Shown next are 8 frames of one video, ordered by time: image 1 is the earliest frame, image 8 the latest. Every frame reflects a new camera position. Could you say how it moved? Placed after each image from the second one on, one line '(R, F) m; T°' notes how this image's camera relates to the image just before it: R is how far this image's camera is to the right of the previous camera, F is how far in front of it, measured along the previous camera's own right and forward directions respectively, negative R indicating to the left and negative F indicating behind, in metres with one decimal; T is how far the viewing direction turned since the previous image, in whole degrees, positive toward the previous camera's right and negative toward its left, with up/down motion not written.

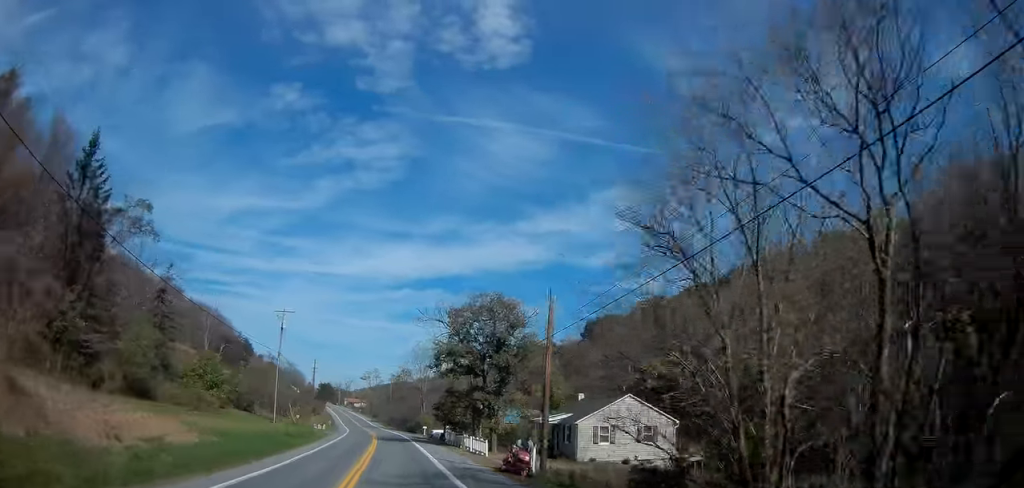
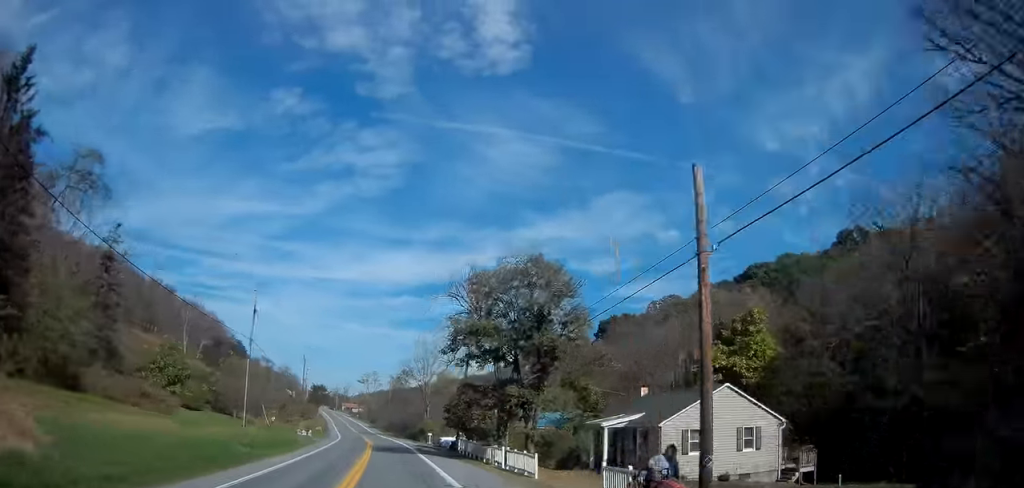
(0.0, +12.5) m; 0°
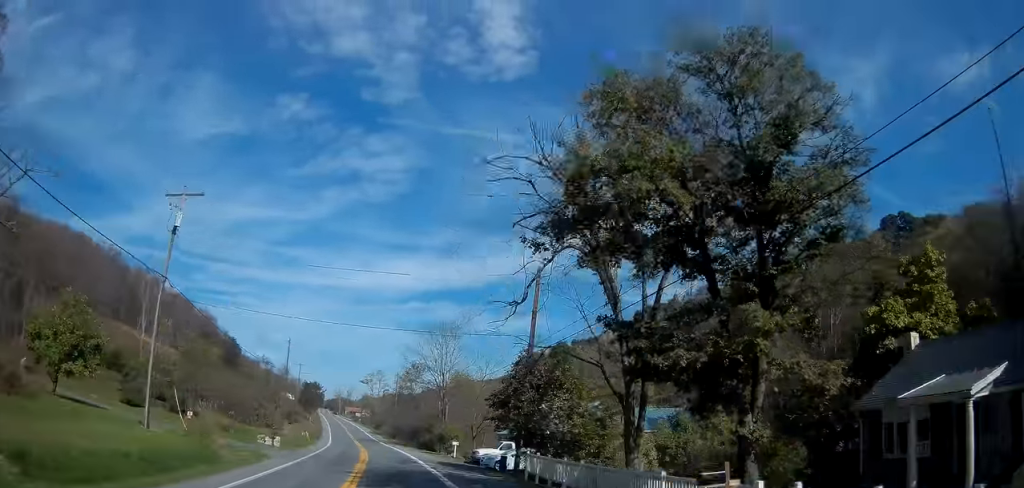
(0.0, +21.3) m; 0°
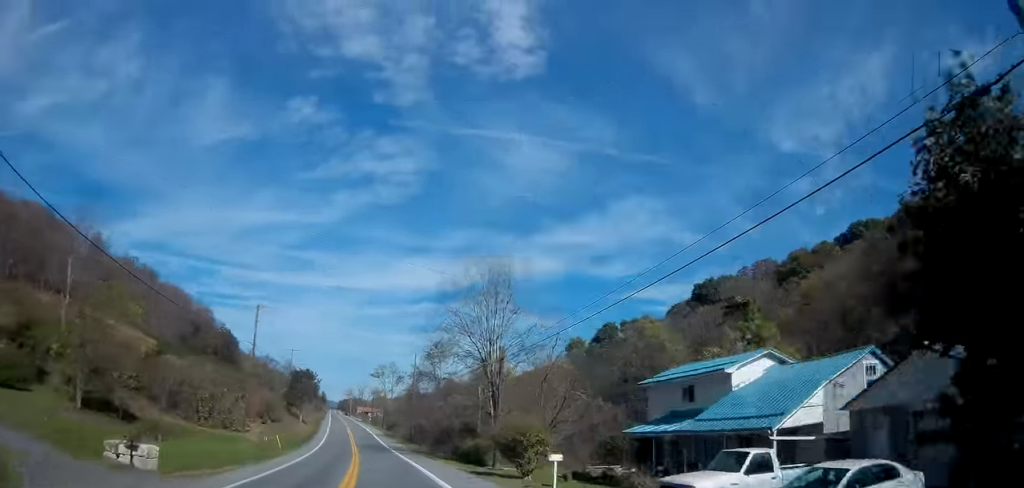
(0.0, +25.8) m; 0°
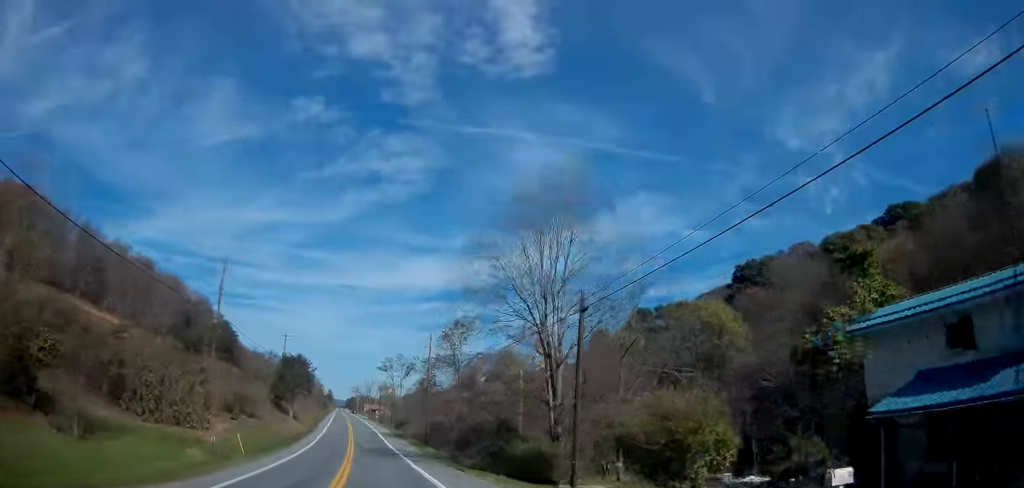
(0.0, +14.2) m; -1°
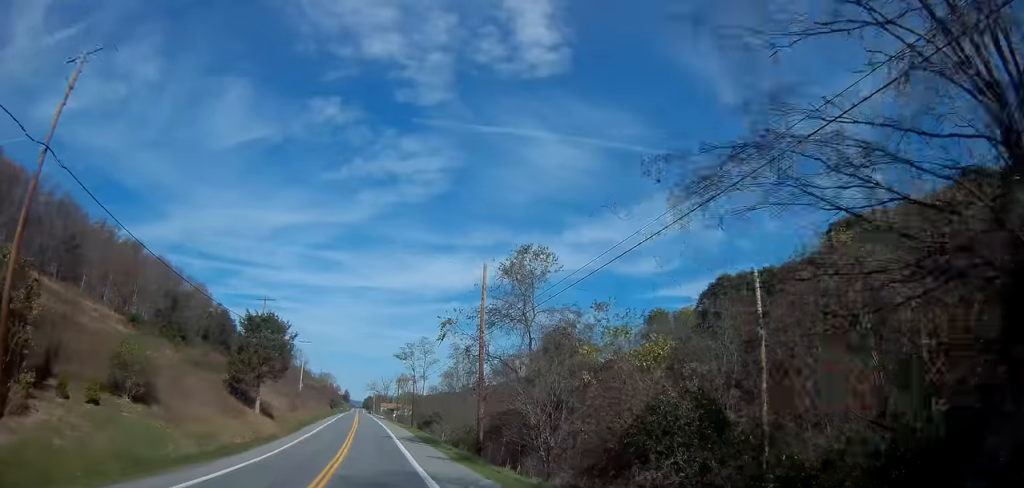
(-0.3, +25.5) m; -2°
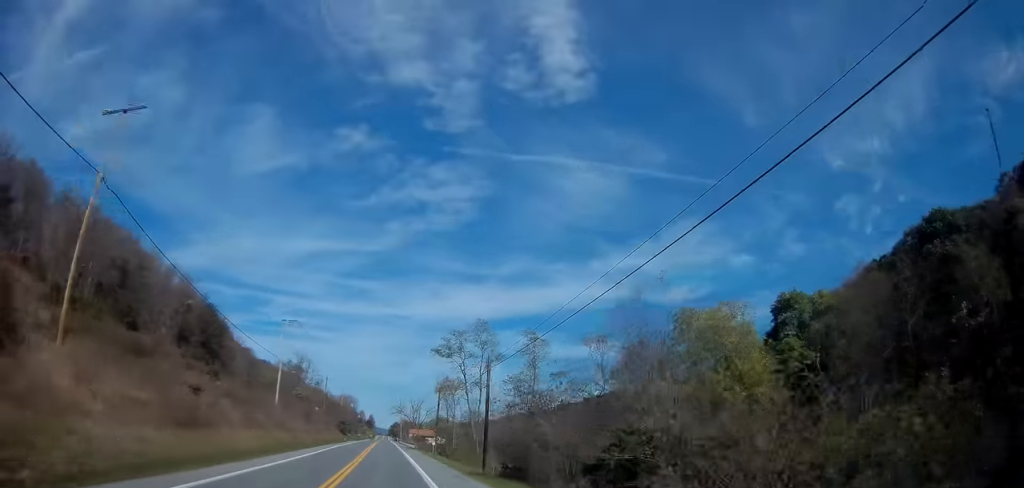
(-1.1, +43.1) m; -3°
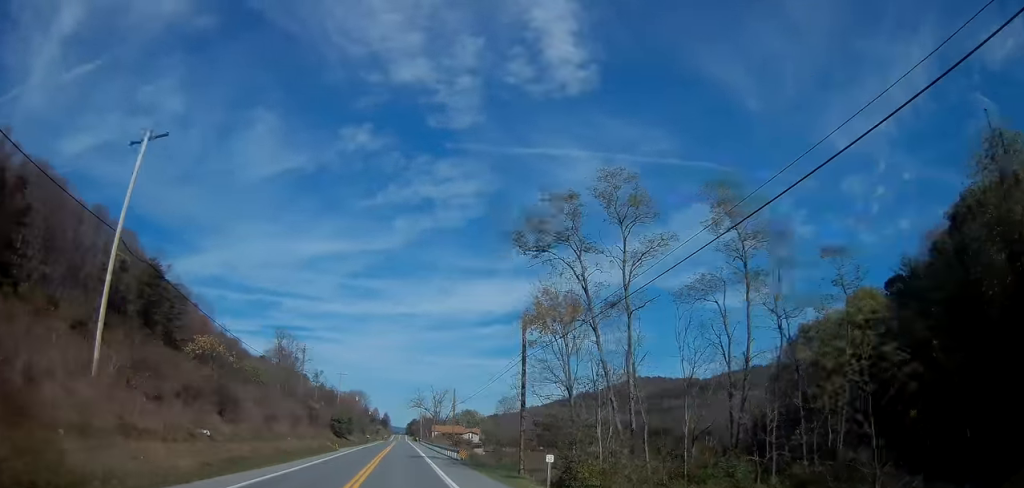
(-1.2, +42.9) m; -2°
